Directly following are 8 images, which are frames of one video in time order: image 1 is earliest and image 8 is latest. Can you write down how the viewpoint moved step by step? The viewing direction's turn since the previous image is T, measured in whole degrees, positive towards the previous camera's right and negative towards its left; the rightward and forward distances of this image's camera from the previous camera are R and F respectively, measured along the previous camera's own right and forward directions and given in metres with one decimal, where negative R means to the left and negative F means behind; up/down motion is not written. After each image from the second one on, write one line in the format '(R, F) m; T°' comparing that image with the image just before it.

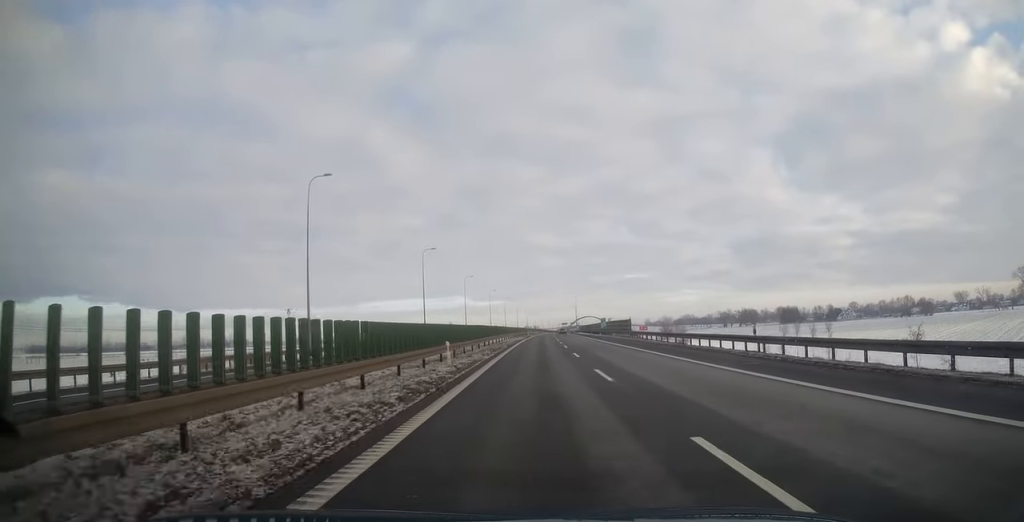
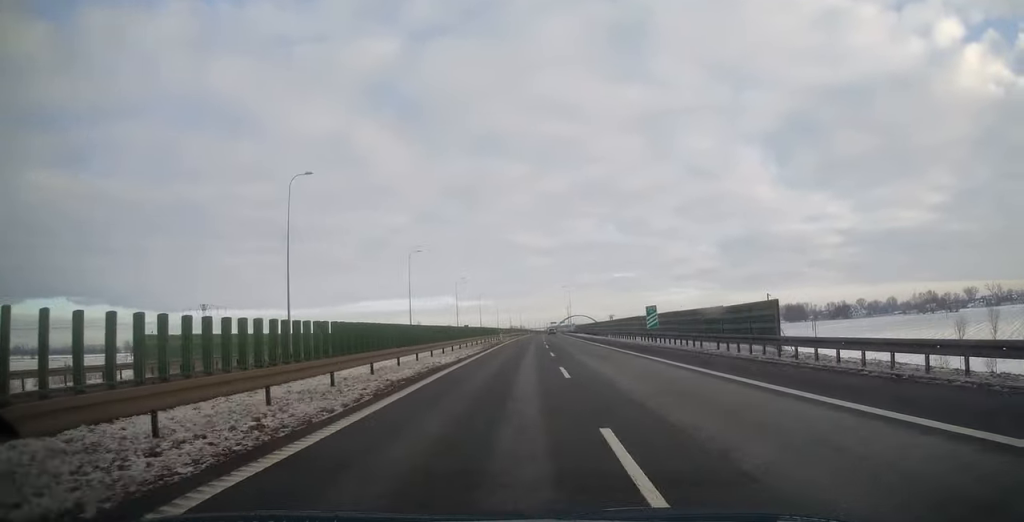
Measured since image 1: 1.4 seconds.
(+0.2, +46.9) m; 0°
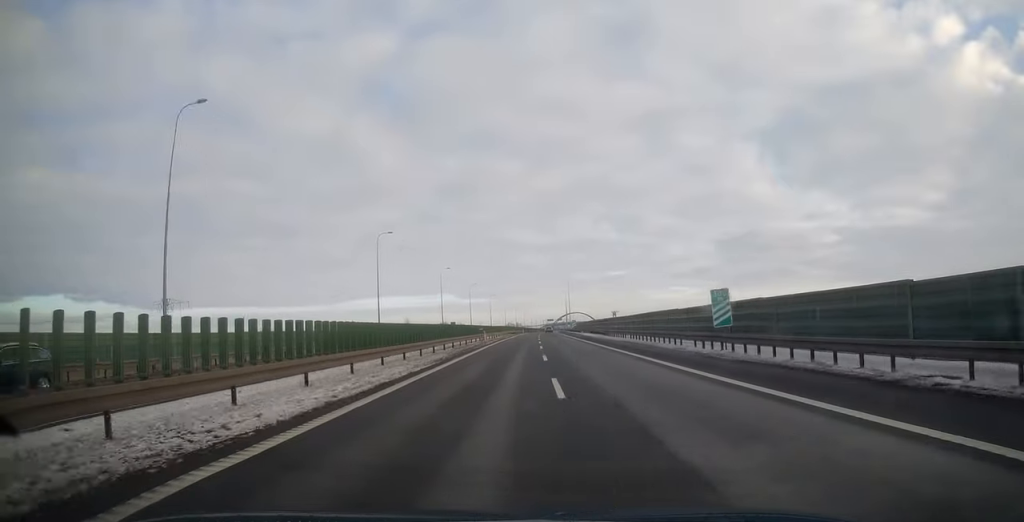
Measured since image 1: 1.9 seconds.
(0.0, +16.4) m; 0°
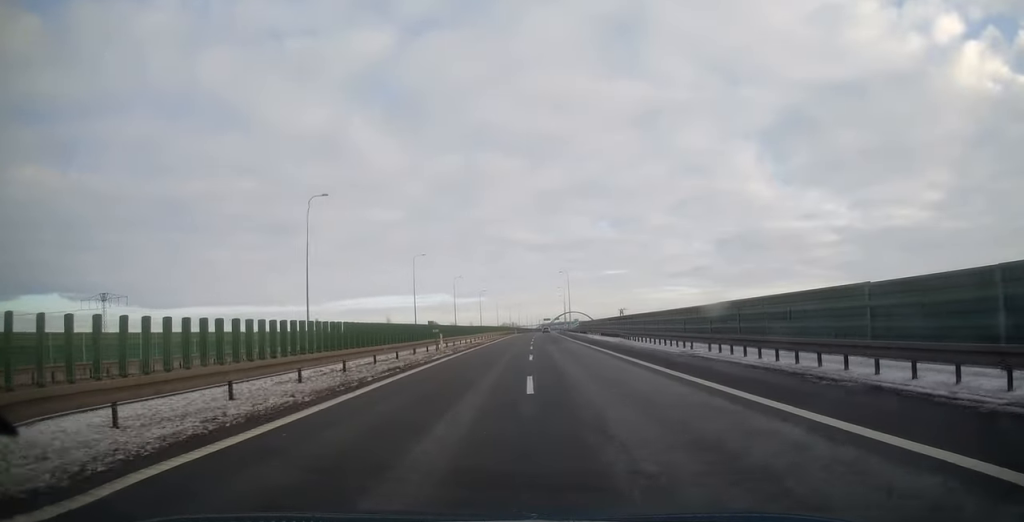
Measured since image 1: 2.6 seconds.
(0.0, +22.7) m; 0°
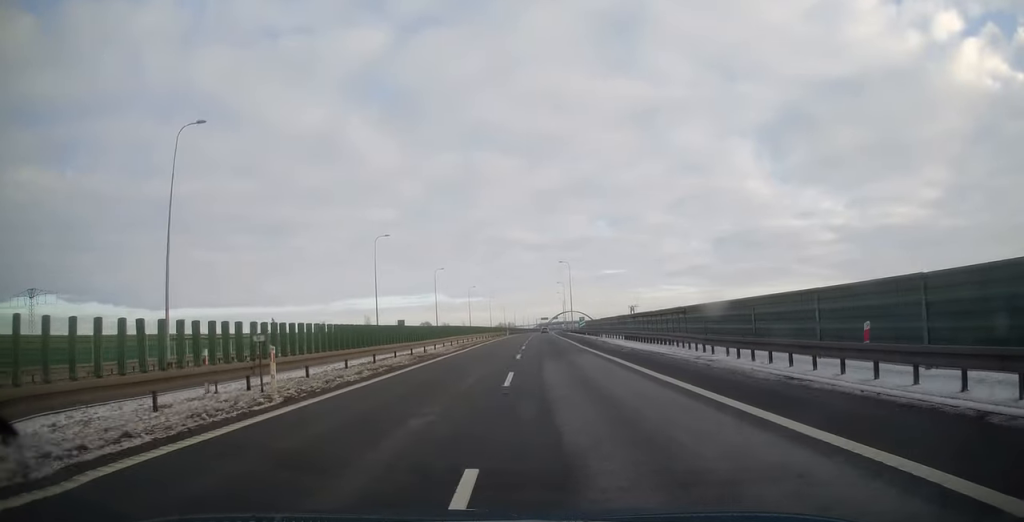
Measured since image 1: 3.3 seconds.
(+0.1, +21.8) m; 0°
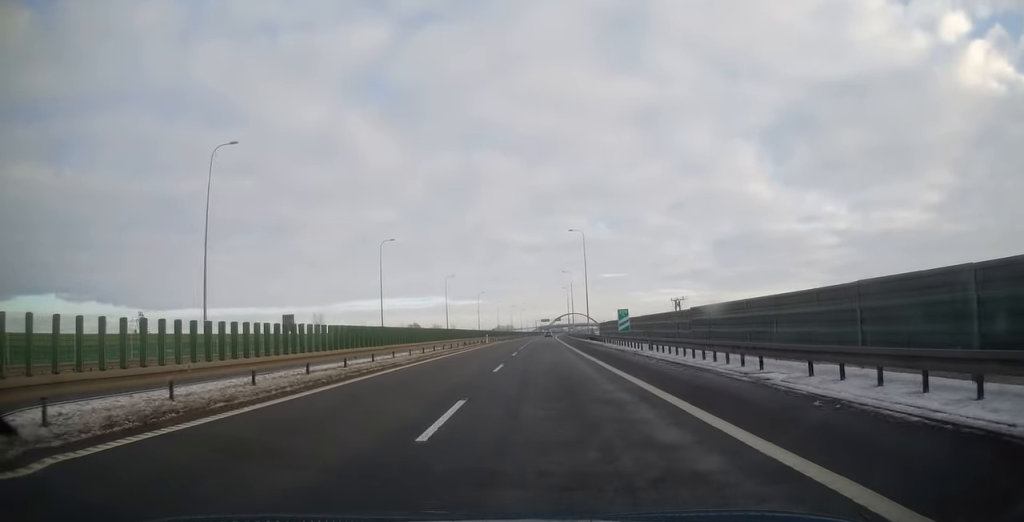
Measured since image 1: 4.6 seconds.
(+0.2, +42.2) m; 0°
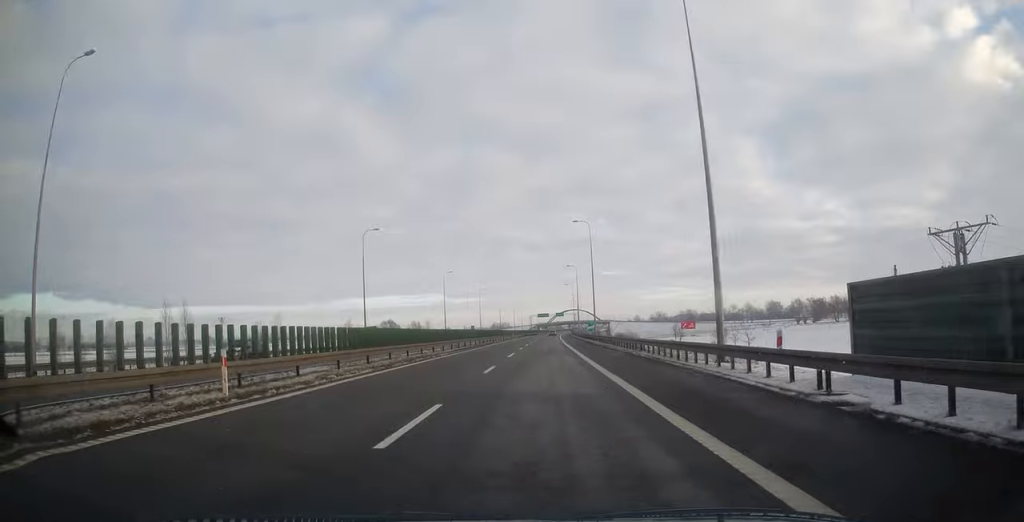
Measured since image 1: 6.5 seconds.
(+0.3, +60.3) m; +1°
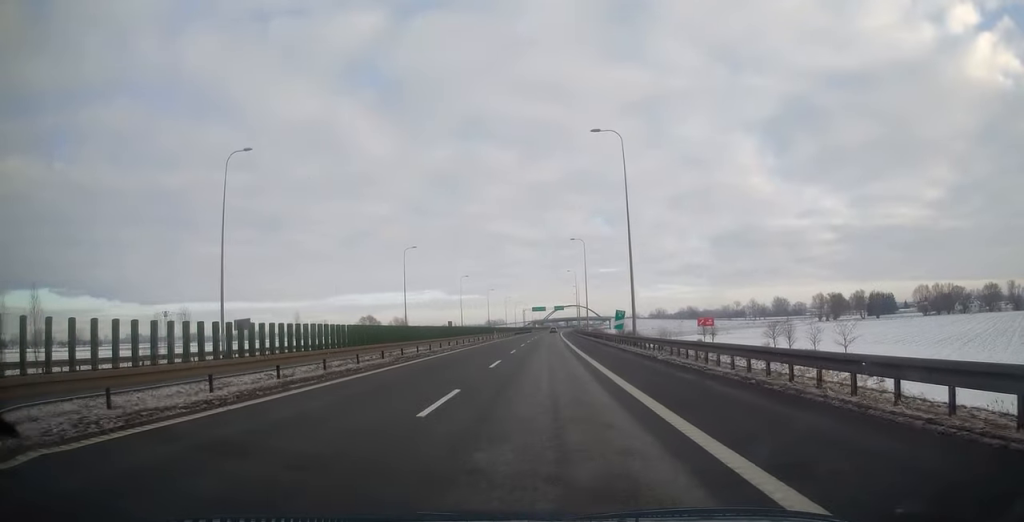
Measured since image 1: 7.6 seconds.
(+0.1, +33.3) m; 0°
